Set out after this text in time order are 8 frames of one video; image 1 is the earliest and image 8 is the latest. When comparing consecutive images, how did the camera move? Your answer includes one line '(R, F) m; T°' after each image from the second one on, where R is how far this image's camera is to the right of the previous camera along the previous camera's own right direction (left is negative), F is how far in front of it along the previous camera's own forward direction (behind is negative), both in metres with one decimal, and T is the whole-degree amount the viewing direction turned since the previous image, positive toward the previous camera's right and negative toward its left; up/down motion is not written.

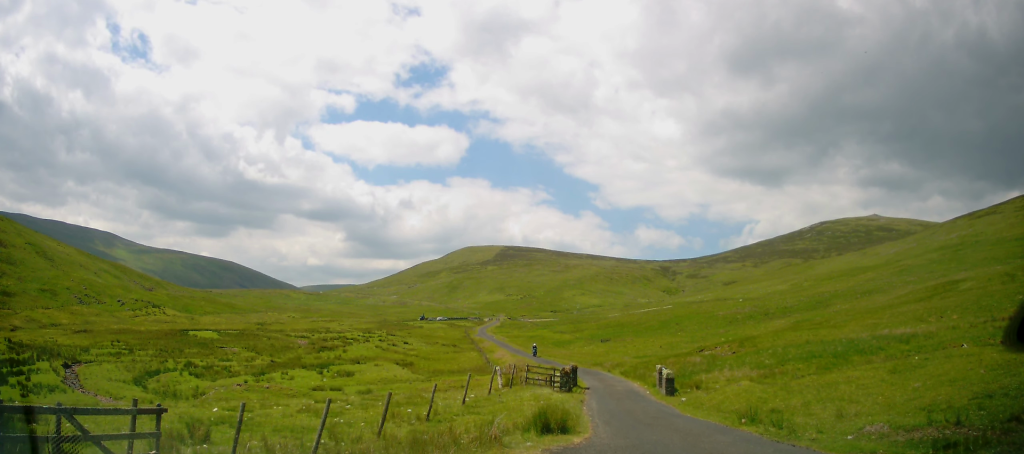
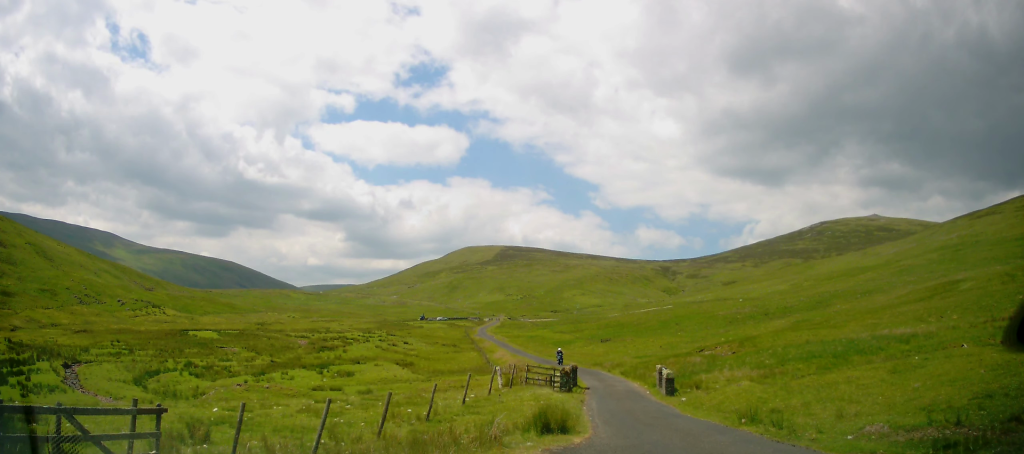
(0.0, 0.0) m; 0°
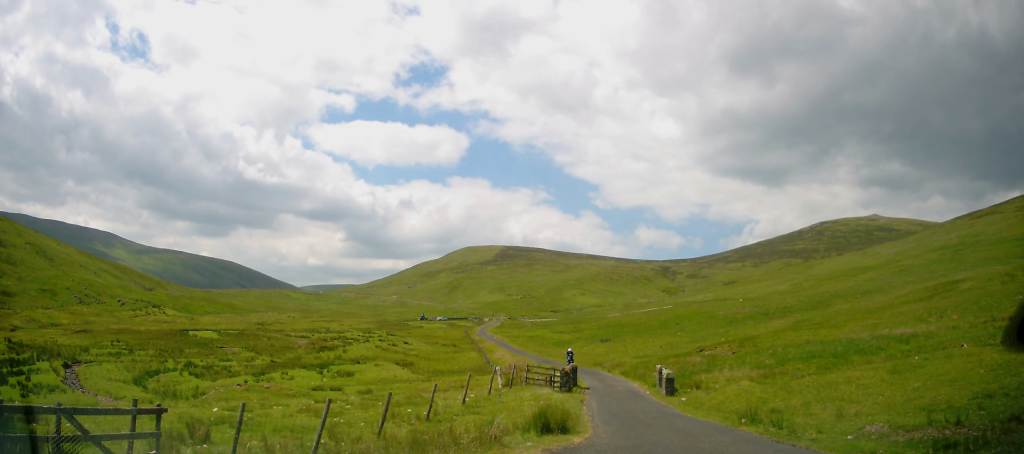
(0.0, 0.0) m; 0°
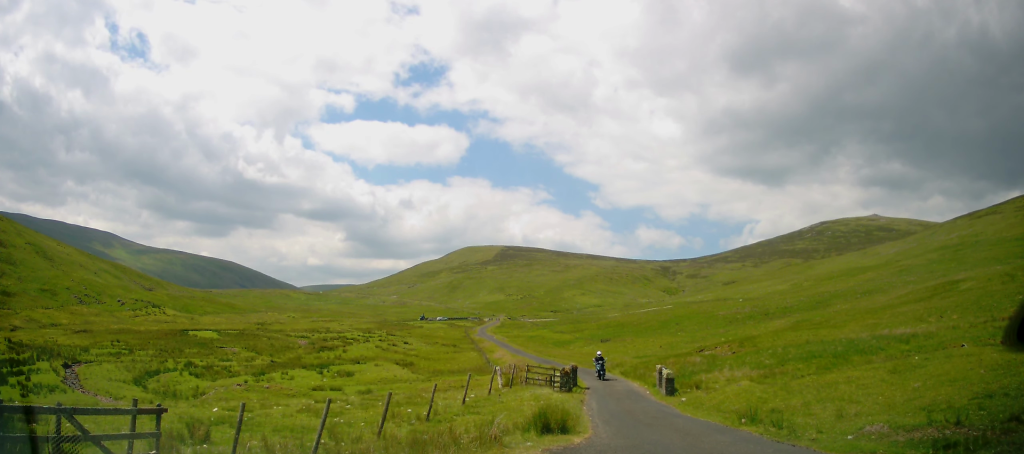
(0.0, 0.0) m; 0°
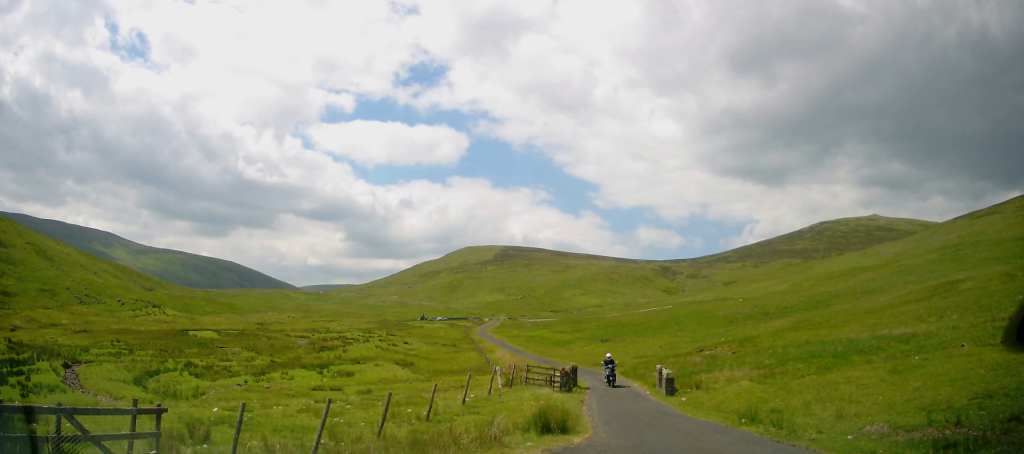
(0.0, 0.0) m; 0°
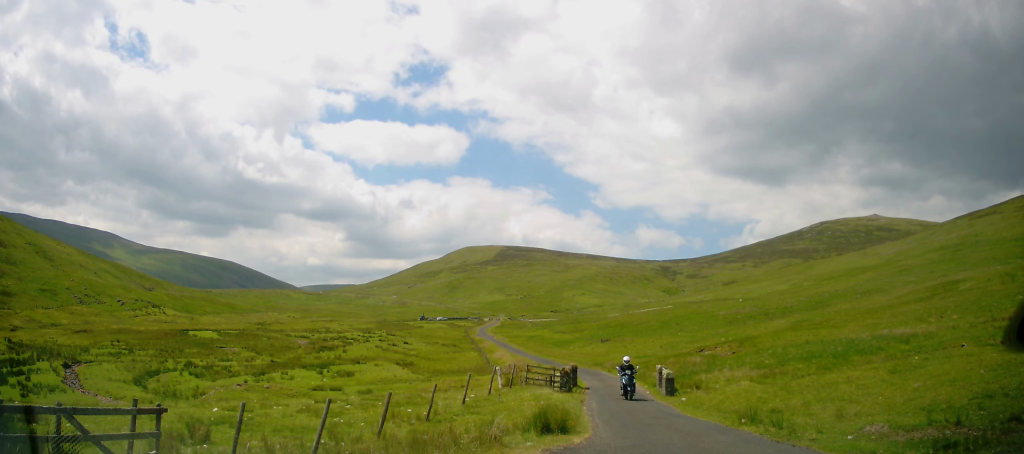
(0.0, 0.0) m; 0°
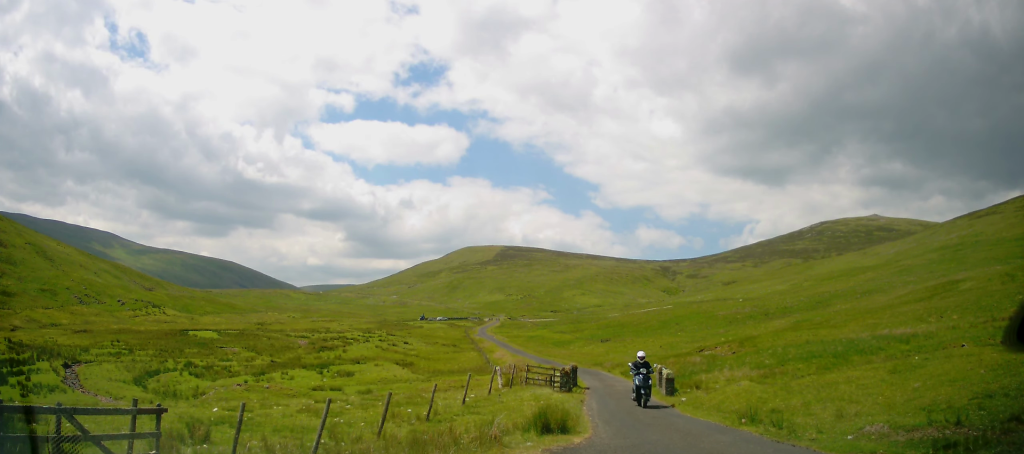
(0.0, 0.0) m; 0°
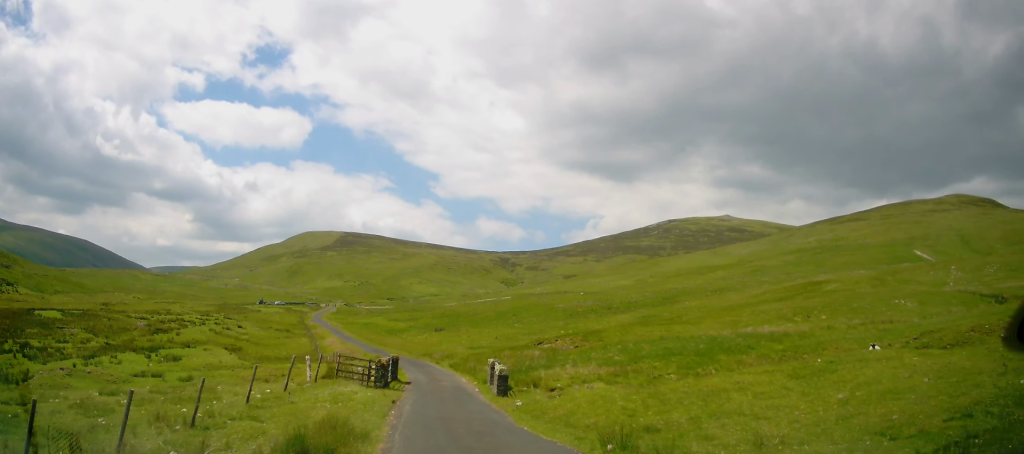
(+0.8, +3.0) m; +17°
